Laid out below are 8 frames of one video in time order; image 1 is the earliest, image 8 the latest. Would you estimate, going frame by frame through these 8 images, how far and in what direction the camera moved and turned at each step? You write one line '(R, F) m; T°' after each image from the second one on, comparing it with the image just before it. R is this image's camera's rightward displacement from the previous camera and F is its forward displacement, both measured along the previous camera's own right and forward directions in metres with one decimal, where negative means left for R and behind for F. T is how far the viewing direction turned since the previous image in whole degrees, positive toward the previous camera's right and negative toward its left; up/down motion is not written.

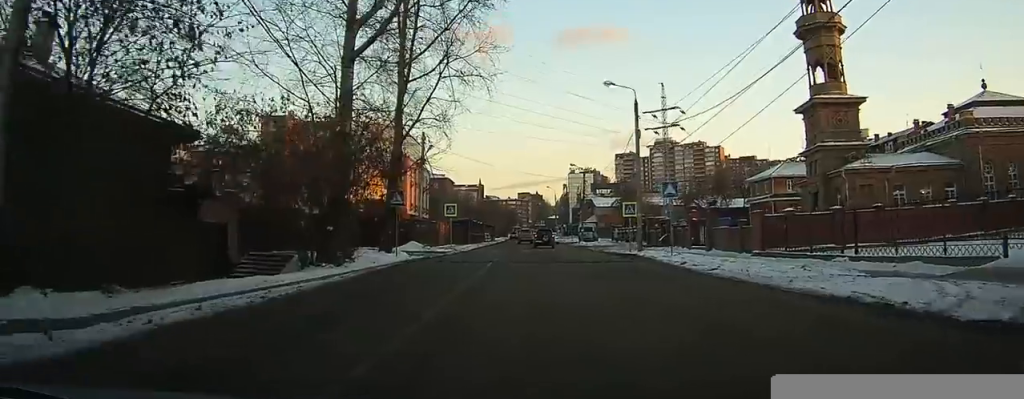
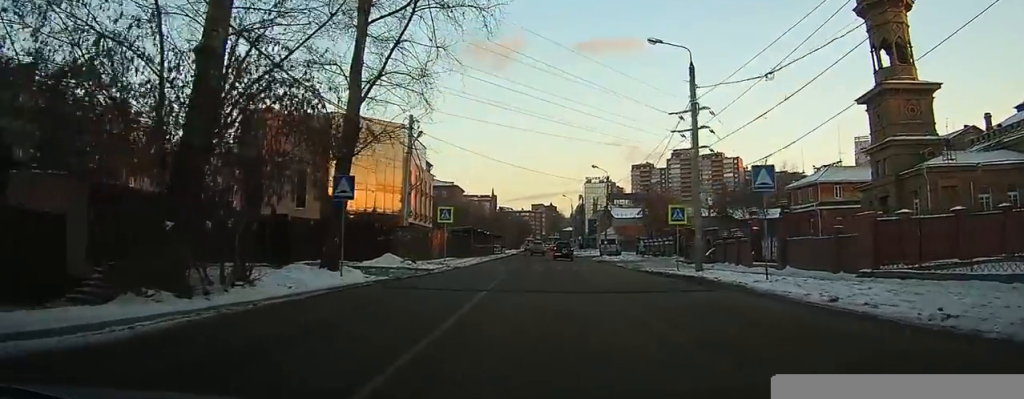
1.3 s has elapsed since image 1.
(+0.1, +11.5) m; 0°
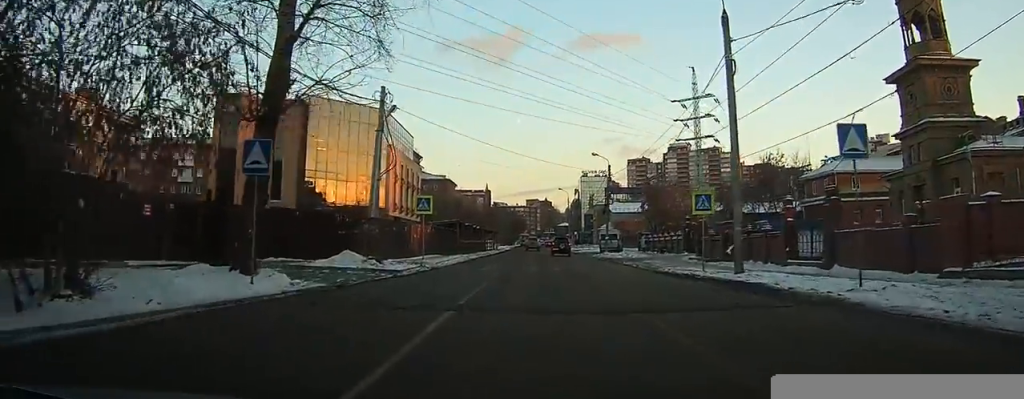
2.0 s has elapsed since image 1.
(0.0, +5.1) m; 0°
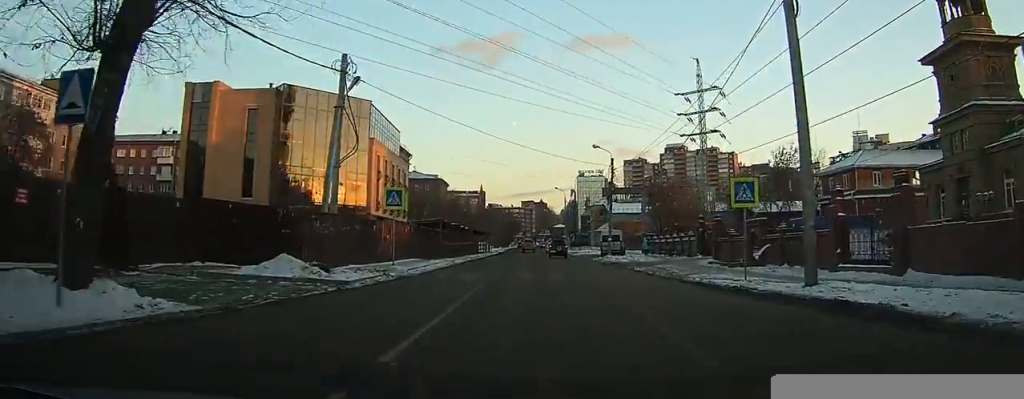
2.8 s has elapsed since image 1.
(0.0, +4.9) m; 0°
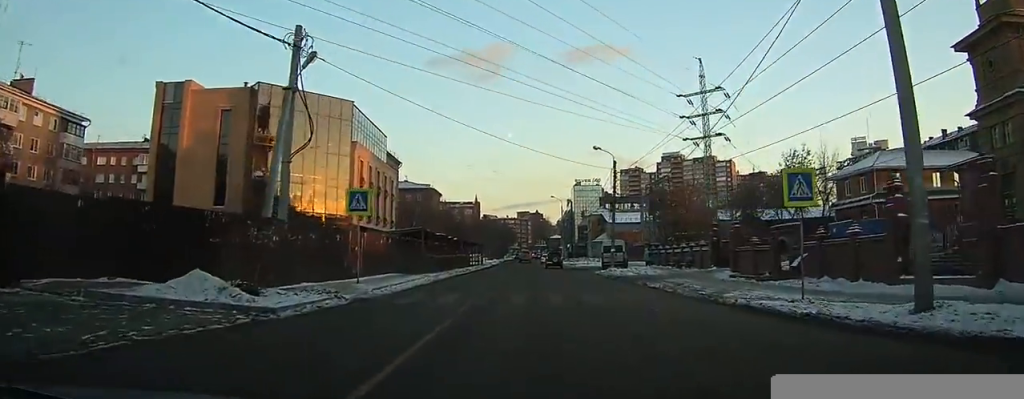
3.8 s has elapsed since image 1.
(0.0, +5.0) m; 0°
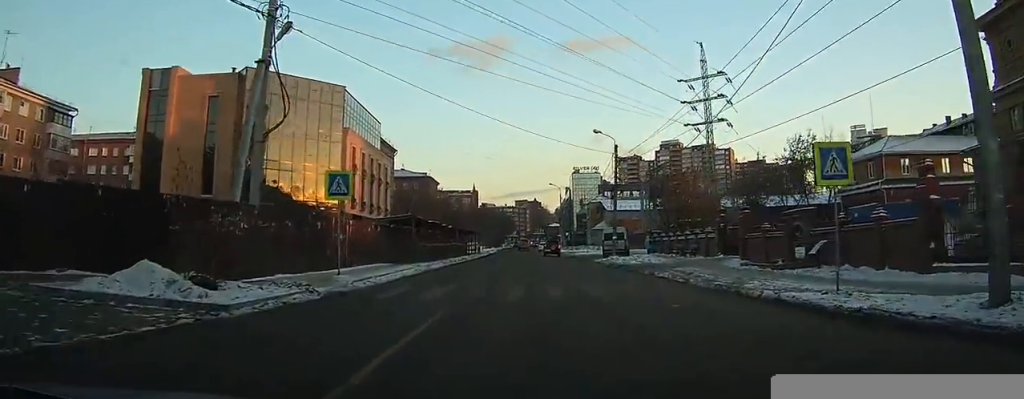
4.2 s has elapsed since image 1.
(0.0, +2.3) m; 0°
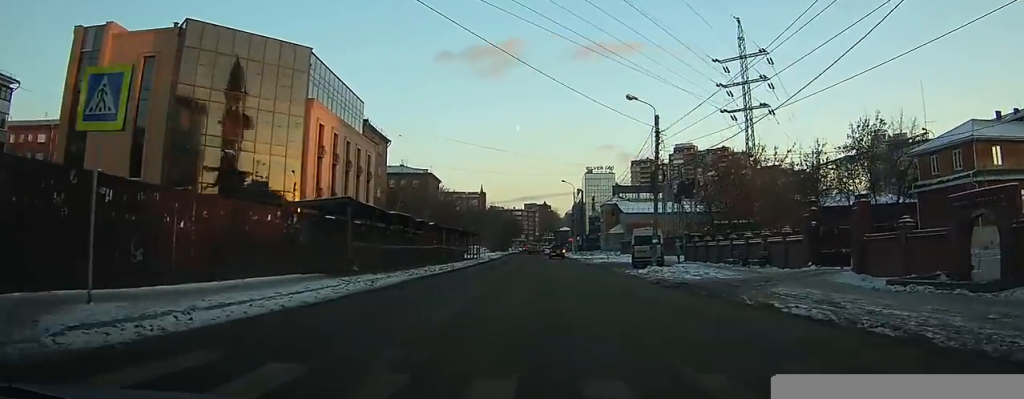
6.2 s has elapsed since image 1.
(-0.2, +12.7) m; -3°
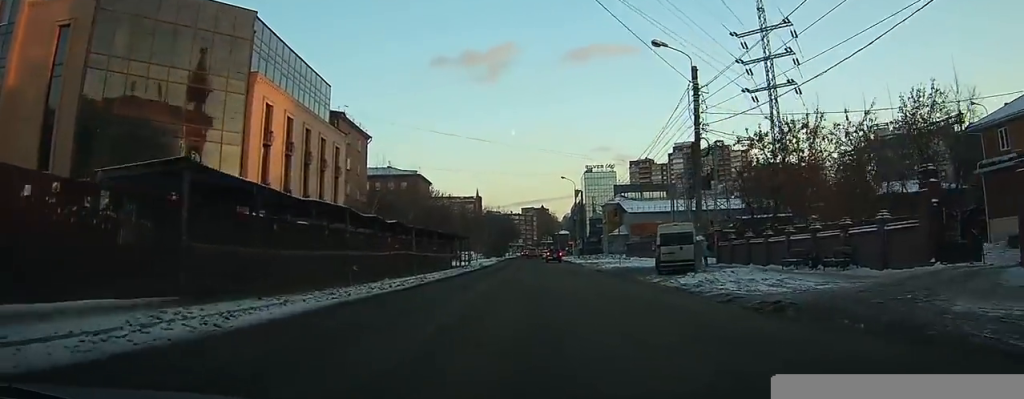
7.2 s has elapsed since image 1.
(-0.1, +7.4) m; -1°
